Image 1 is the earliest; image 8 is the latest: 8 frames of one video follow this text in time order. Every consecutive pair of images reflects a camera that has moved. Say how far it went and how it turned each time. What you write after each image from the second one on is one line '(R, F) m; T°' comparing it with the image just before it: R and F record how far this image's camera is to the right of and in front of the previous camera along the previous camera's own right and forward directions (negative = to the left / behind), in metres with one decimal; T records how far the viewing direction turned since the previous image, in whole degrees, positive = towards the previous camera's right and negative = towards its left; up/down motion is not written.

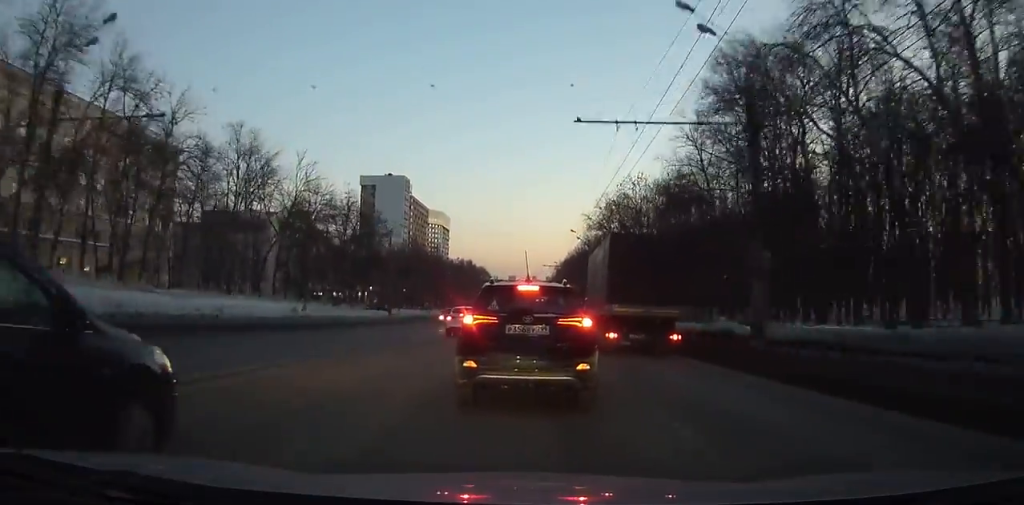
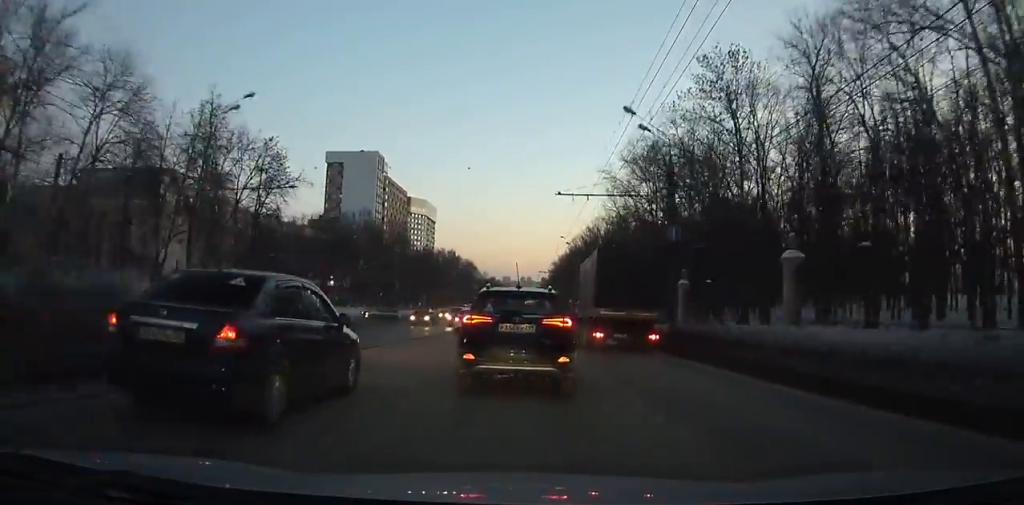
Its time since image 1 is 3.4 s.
(+0.1, +41.8) m; +1°
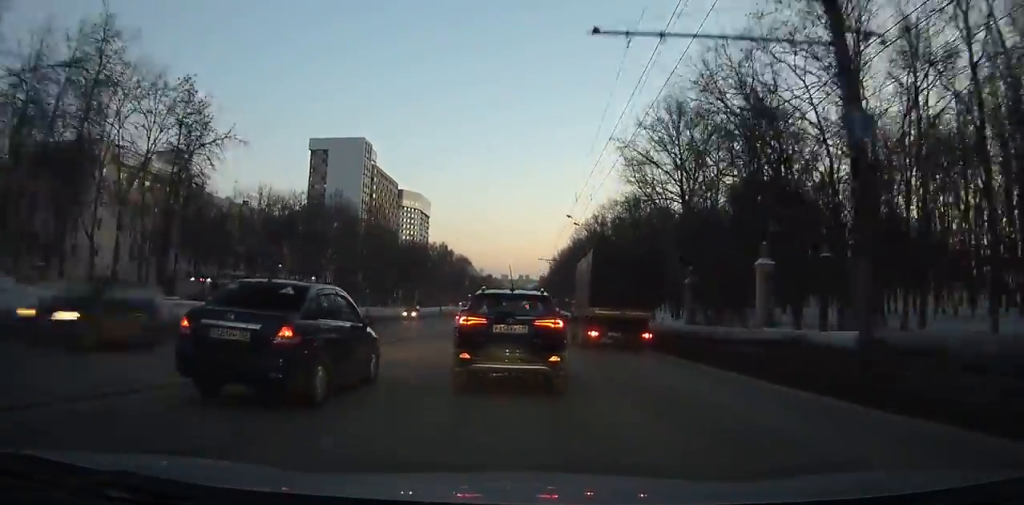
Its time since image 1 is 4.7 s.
(+0.1, +15.2) m; 0°
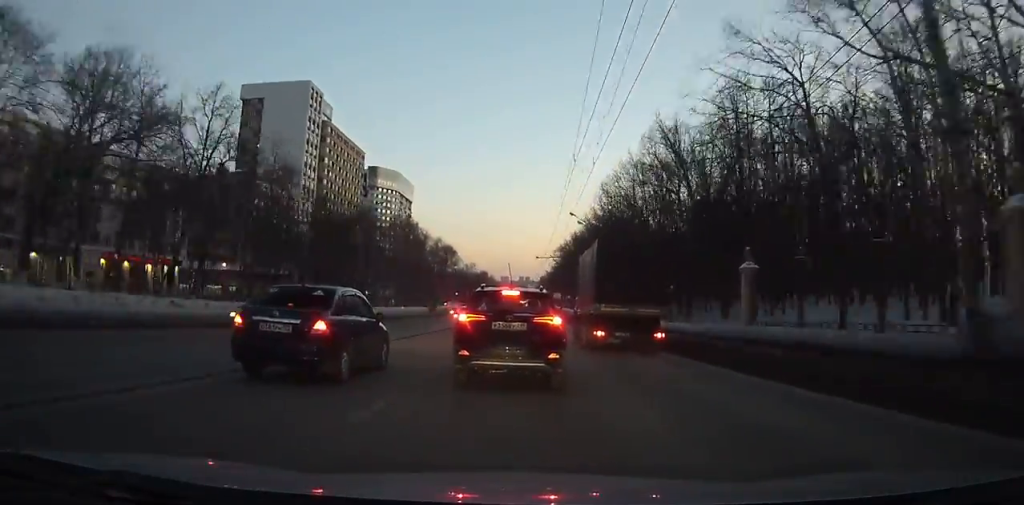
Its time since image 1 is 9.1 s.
(+0.4, +50.0) m; 0°
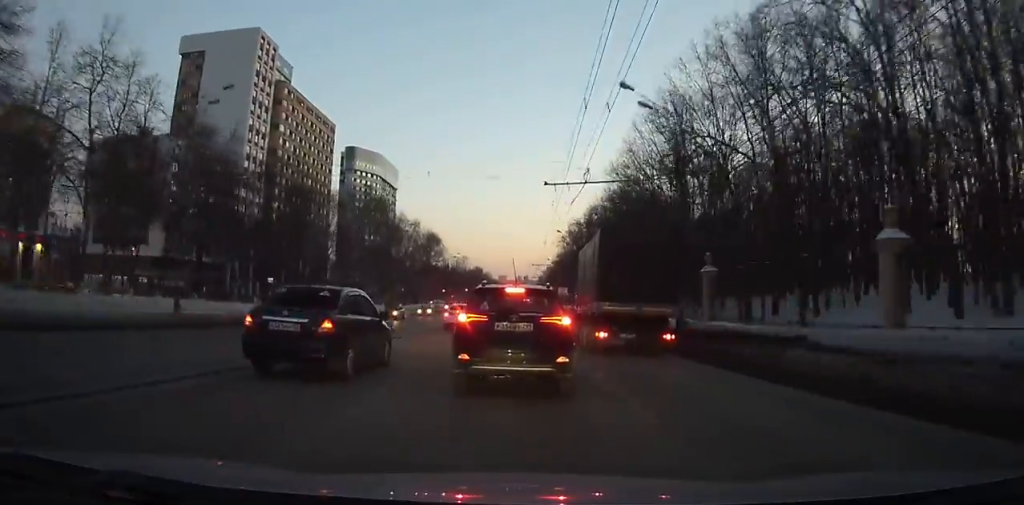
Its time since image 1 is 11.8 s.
(-0.1, +29.0) m; 0°
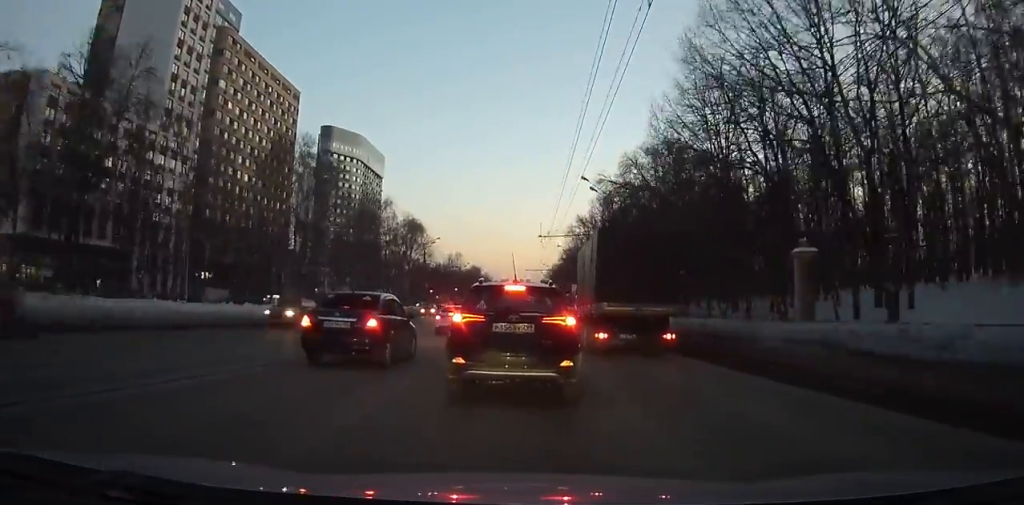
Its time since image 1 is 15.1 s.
(+0.1, +30.7) m; 0°
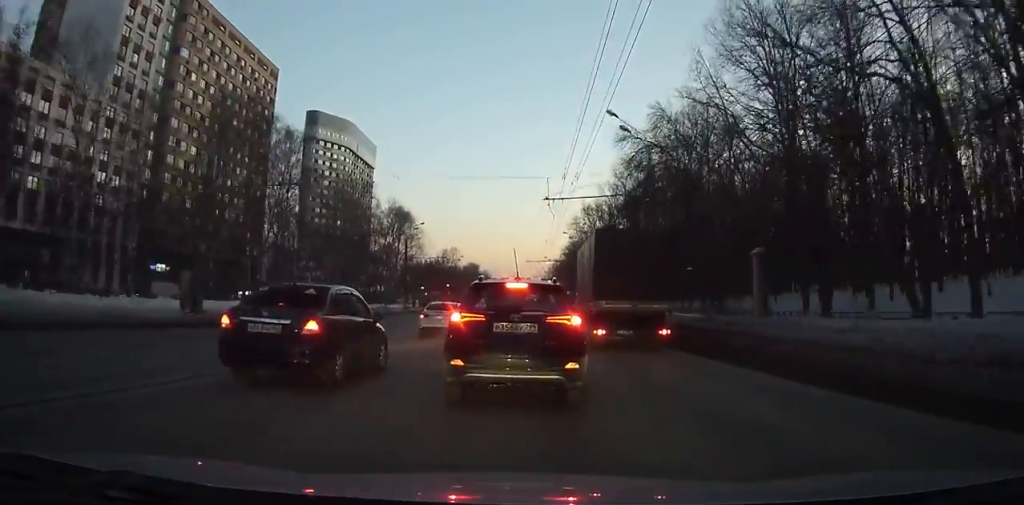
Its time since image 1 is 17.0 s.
(-0.2, +13.3) m; +1°
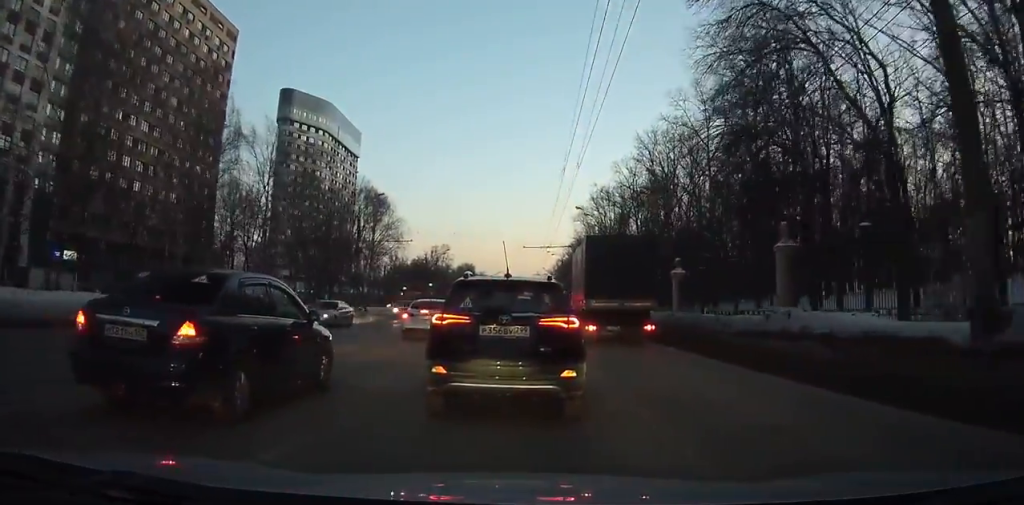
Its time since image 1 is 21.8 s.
(+0.6, +22.3) m; 0°
